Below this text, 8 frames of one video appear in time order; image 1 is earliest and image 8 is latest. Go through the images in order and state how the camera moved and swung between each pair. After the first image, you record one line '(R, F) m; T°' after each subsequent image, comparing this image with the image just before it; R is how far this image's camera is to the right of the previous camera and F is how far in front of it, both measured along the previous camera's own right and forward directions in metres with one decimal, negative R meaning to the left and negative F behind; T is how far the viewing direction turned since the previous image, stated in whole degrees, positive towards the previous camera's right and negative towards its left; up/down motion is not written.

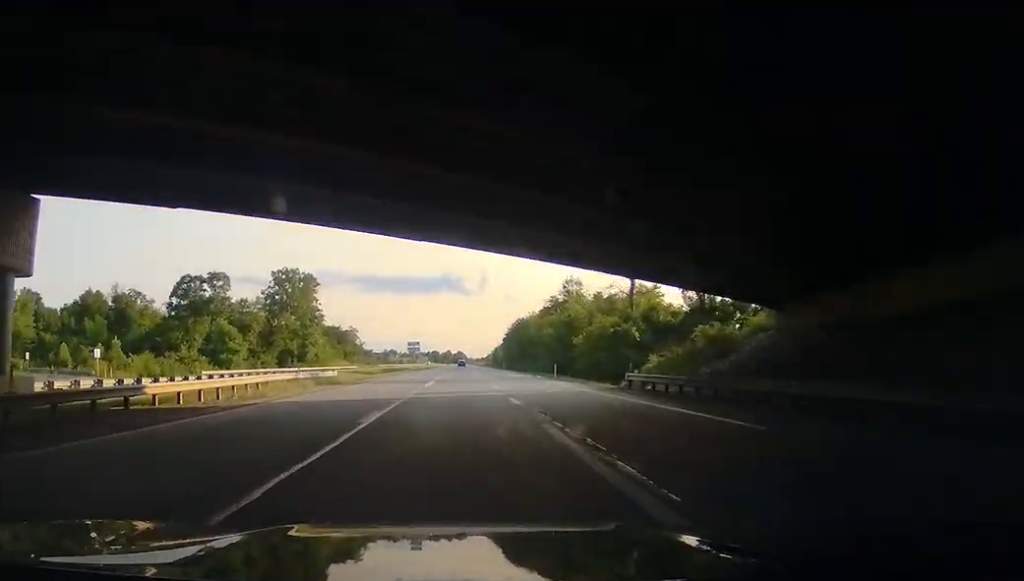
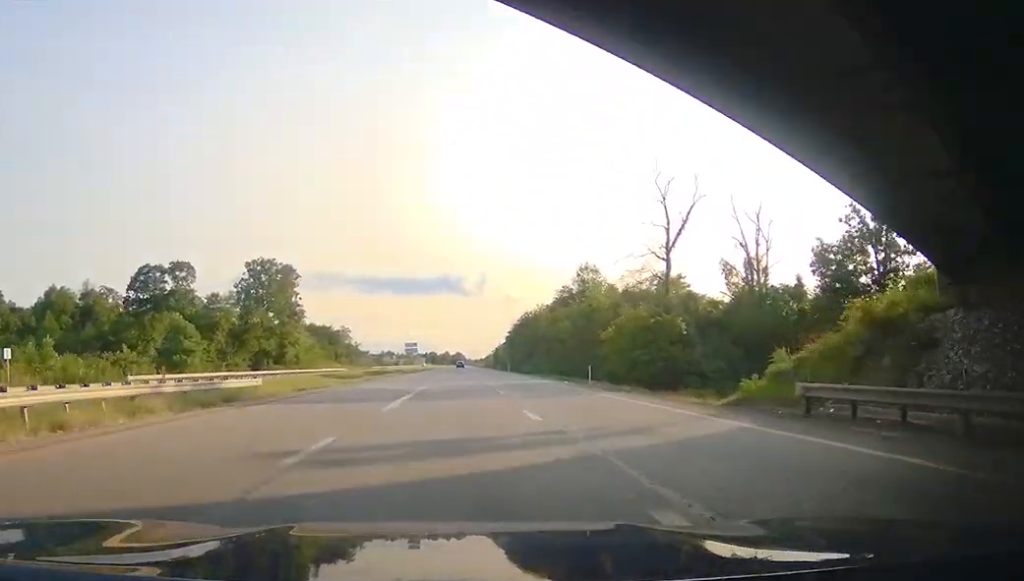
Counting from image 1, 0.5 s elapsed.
(-0.1, +17.9) m; +1°
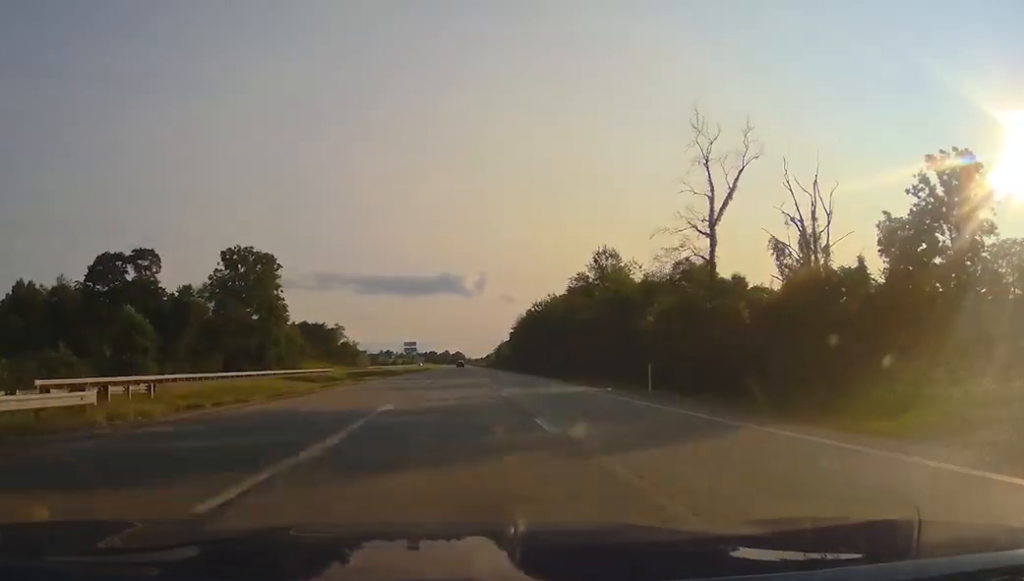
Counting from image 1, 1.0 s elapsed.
(+0.3, +14.7) m; 0°
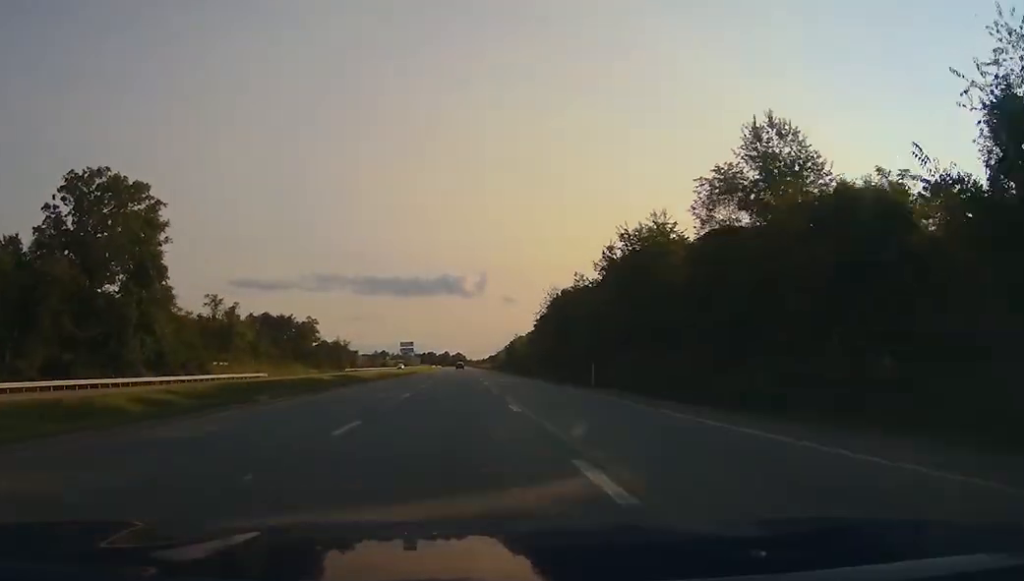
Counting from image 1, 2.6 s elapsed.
(-0.4, +54.6) m; -1°
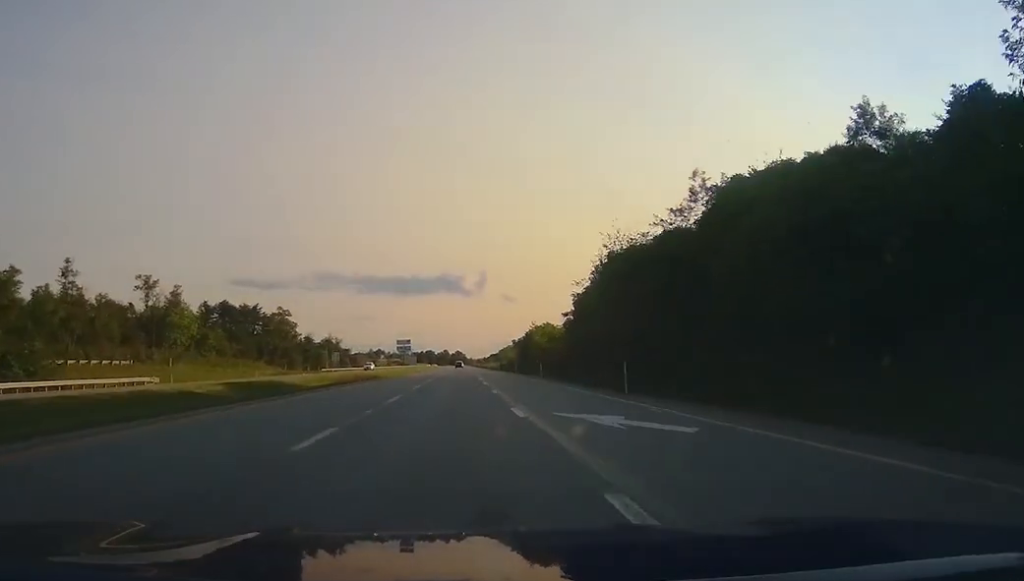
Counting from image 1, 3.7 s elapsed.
(+0.2, +38.8) m; 0°
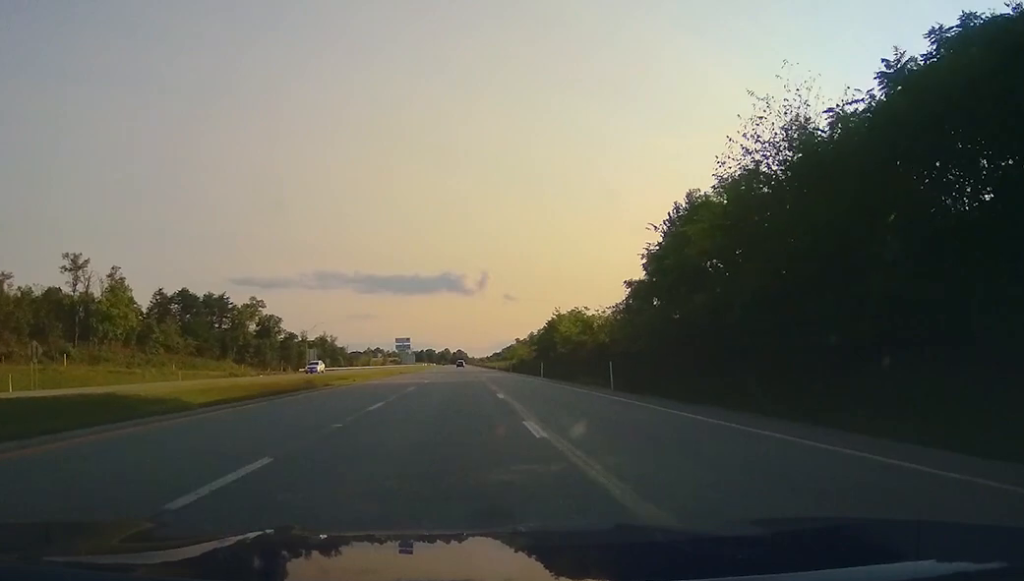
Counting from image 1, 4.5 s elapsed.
(0.0, +28.6) m; -1°
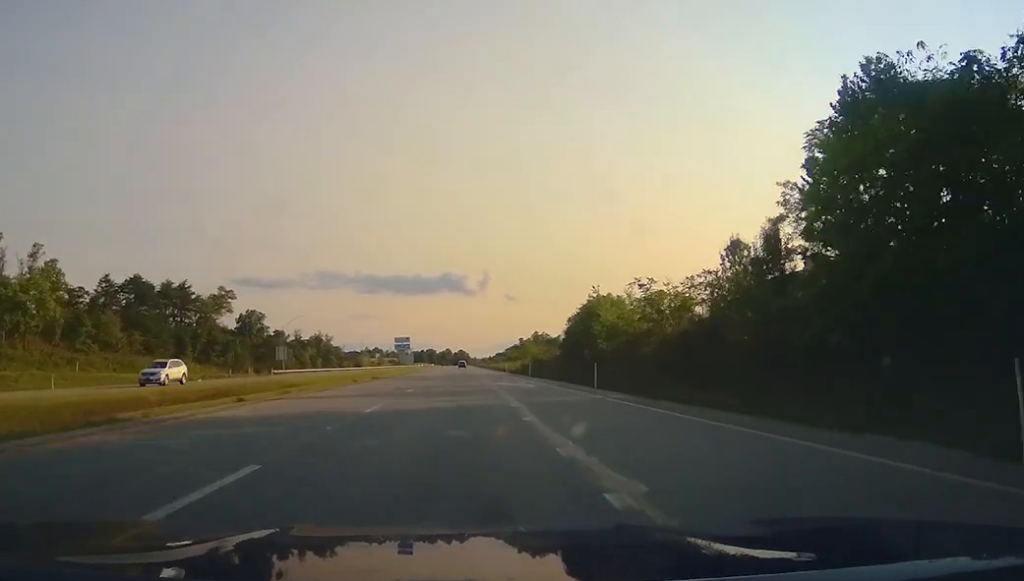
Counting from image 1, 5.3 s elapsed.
(-0.3, +25.2) m; 0°
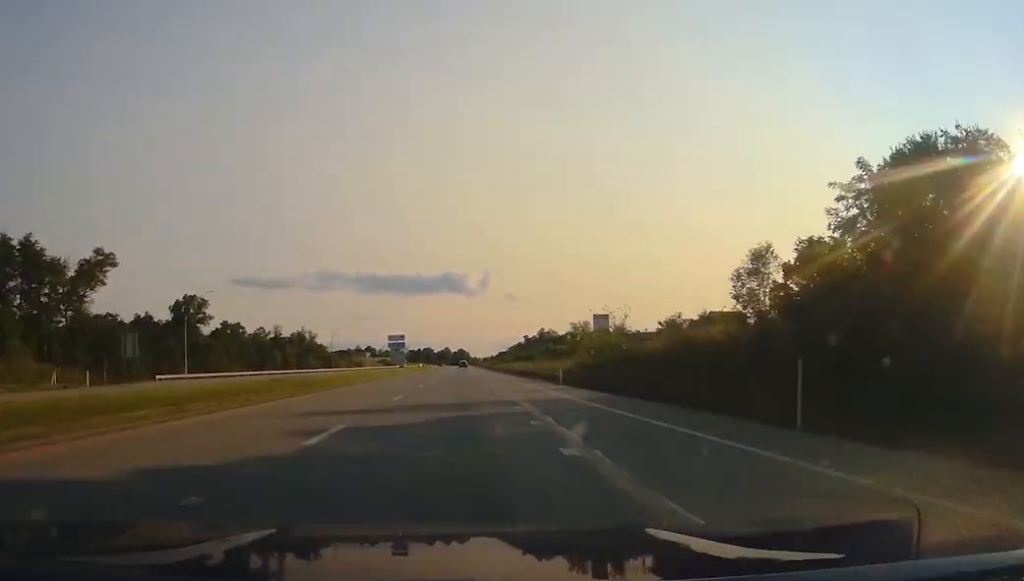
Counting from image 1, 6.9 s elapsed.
(+0.4, +56.0) m; 0°
